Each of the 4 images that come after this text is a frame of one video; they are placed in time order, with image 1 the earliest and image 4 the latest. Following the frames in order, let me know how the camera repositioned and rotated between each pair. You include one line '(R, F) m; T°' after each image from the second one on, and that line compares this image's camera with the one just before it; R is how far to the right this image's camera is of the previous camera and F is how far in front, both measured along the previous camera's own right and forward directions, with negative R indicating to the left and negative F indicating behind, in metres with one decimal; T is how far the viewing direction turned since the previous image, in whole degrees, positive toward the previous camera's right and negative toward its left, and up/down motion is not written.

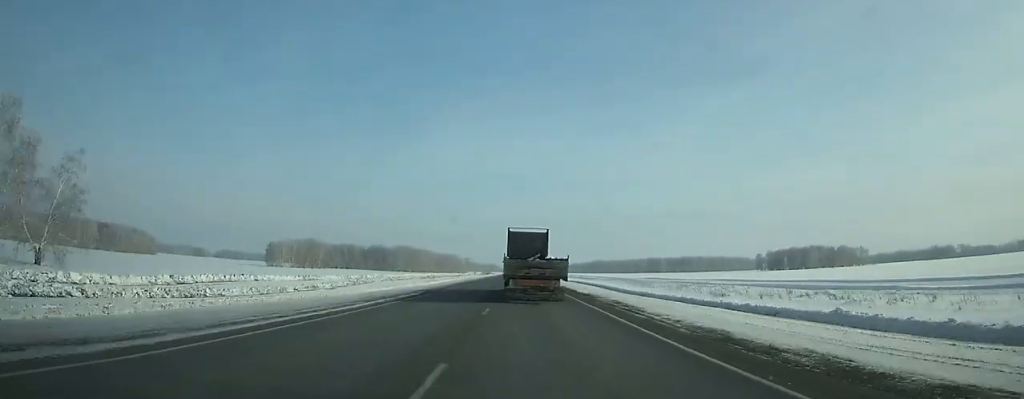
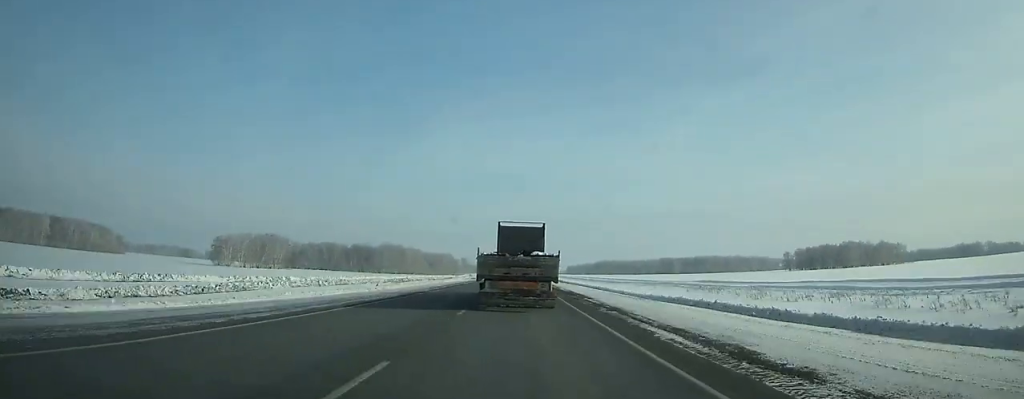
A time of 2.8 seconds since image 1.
(0.0, +58.8) m; -1°
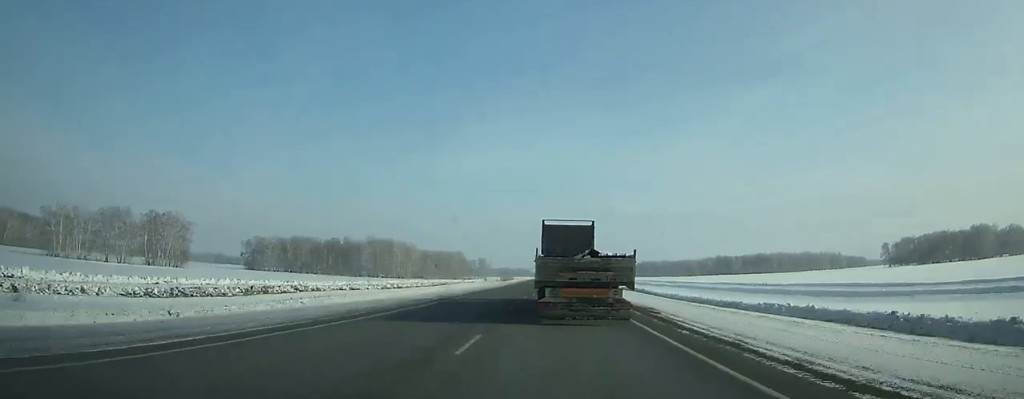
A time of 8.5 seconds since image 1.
(-2.4, +123.1) m; -1°
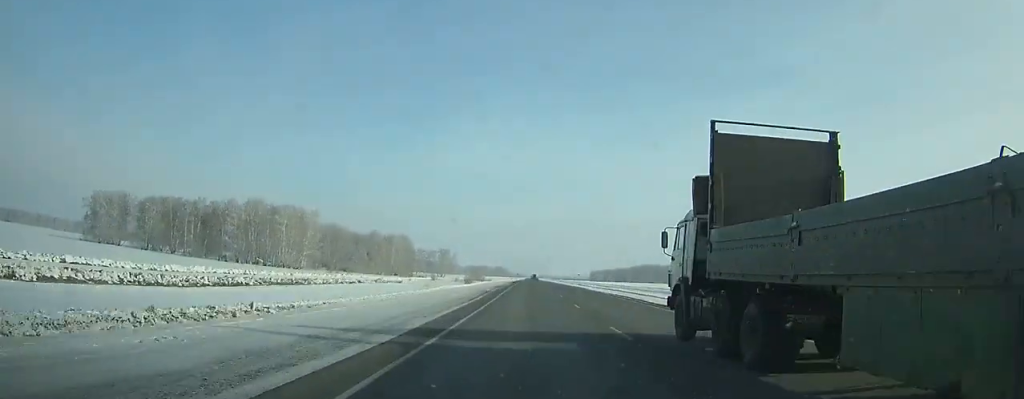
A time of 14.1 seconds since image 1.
(+1.8, +133.6) m; +2°
